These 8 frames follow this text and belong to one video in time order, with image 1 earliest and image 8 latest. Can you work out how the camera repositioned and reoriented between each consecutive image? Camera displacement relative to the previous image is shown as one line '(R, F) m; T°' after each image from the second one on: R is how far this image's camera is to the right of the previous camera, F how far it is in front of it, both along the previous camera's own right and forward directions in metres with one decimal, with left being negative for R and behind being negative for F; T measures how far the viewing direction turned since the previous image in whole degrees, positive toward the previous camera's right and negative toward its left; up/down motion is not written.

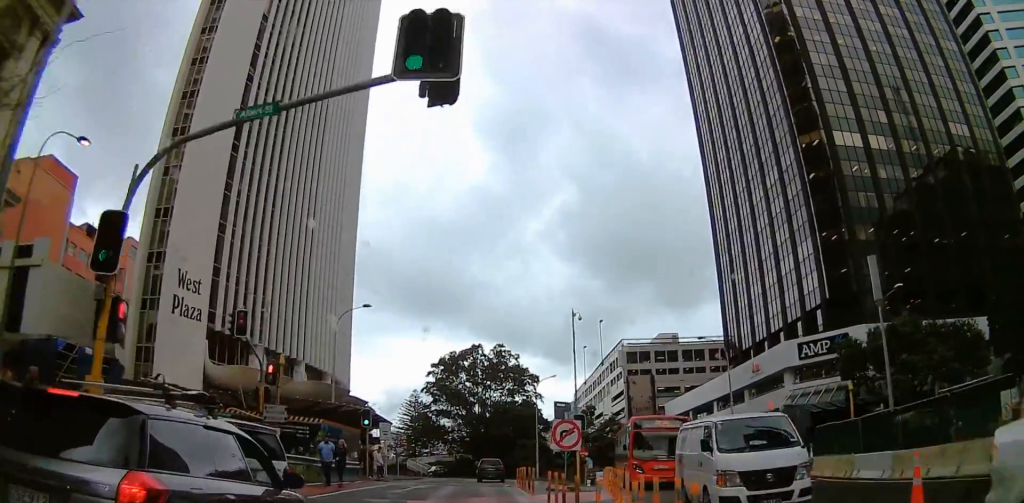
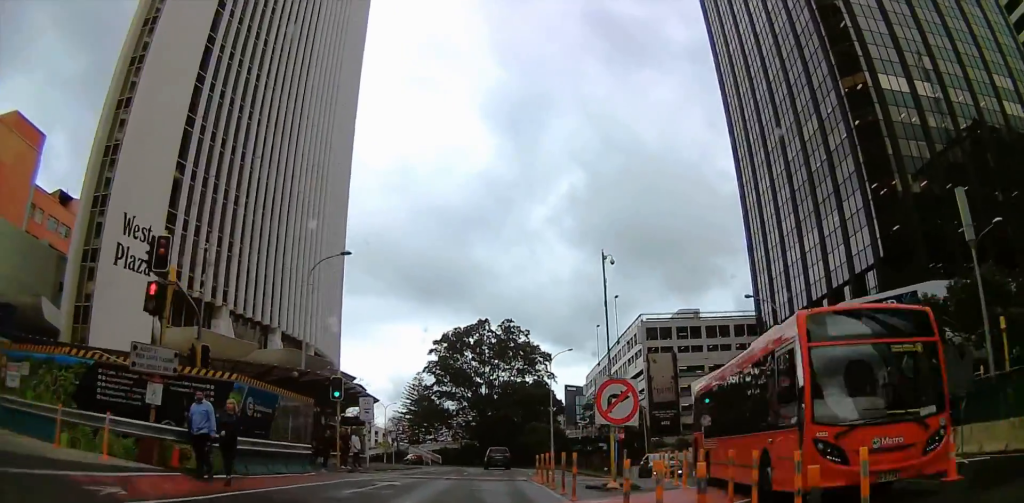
(-0.2, +9.4) m; -5°
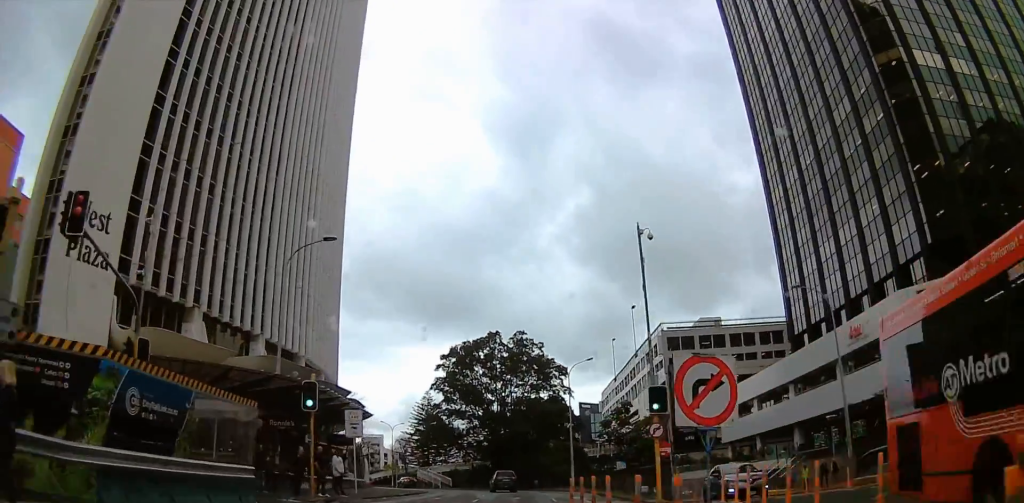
(-0.3, +6.9) m; -1°
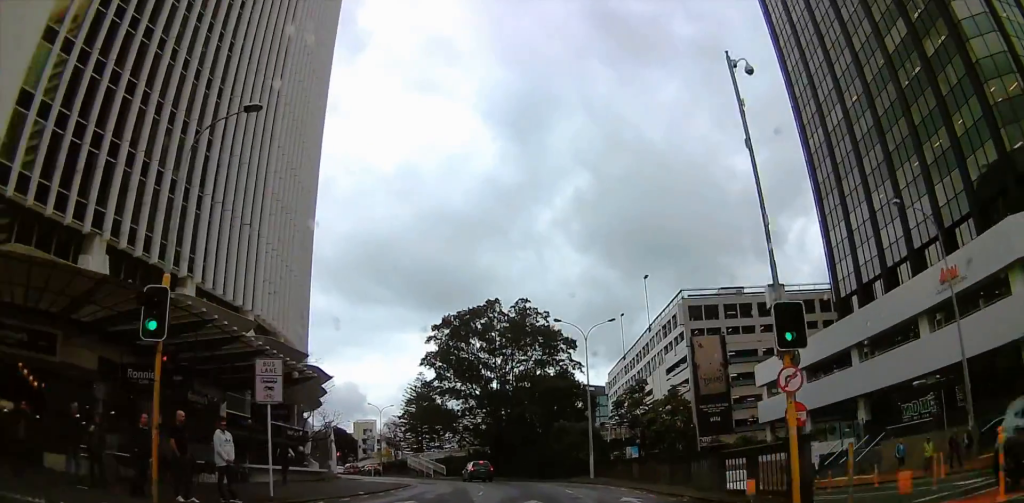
(+0.2, +11.0) m; +4°
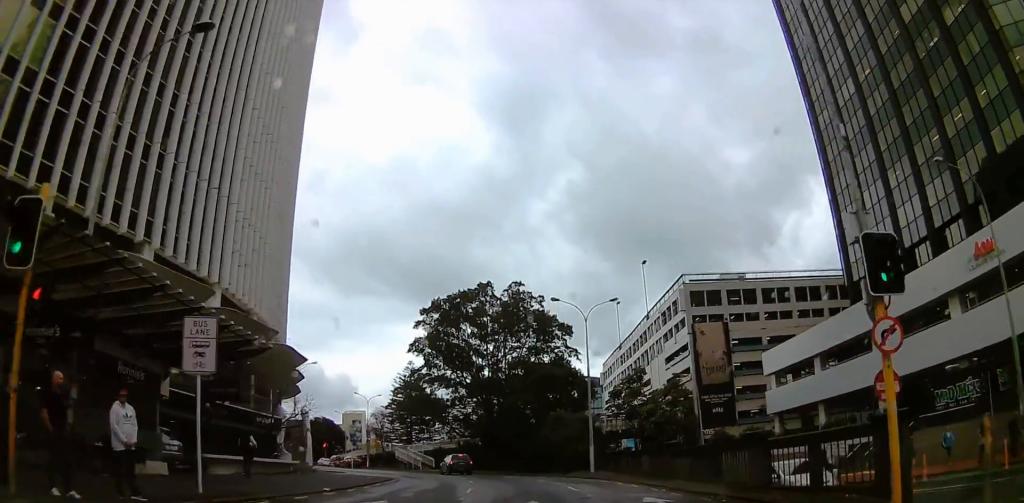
(+0.1, +3.9) m; +1°
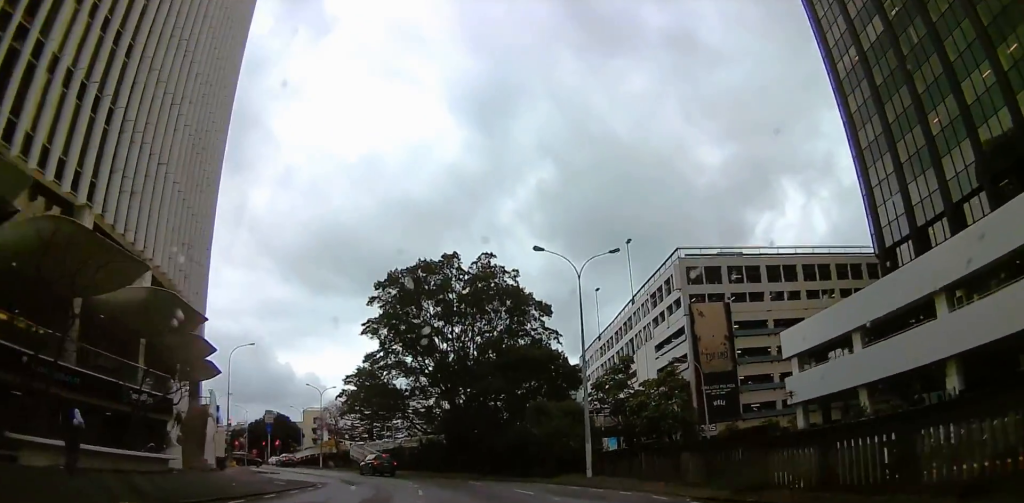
(+0.1, +11.0) m; 0°
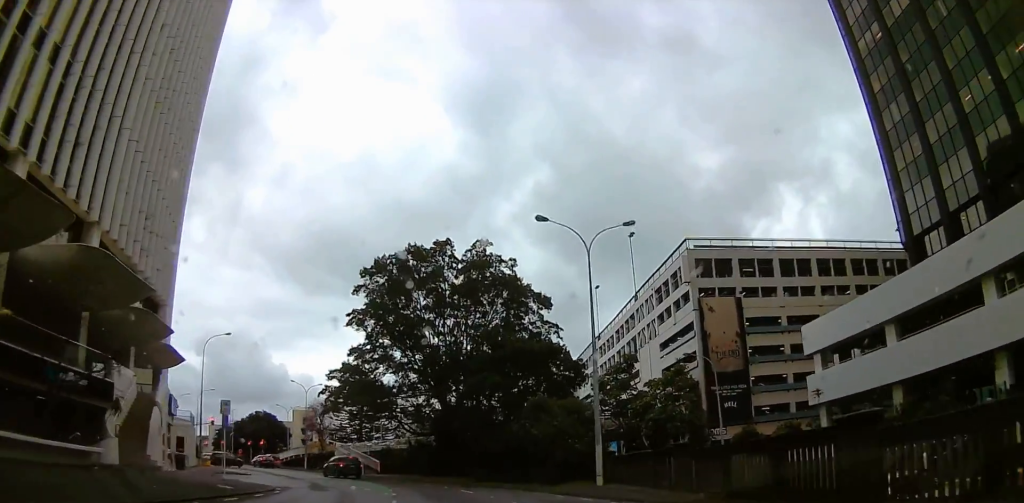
(0.0, +4.9) m; 0°
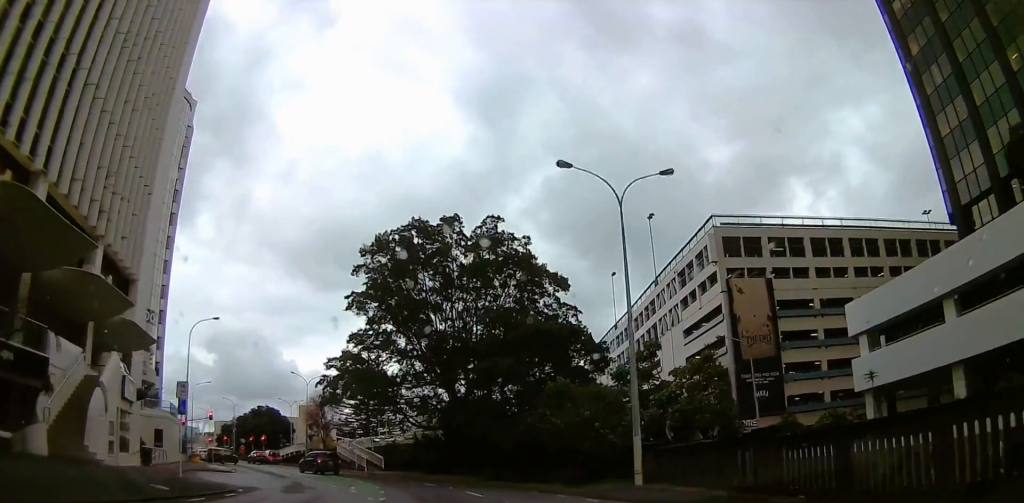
(0.0, +5.4) m; -1°
